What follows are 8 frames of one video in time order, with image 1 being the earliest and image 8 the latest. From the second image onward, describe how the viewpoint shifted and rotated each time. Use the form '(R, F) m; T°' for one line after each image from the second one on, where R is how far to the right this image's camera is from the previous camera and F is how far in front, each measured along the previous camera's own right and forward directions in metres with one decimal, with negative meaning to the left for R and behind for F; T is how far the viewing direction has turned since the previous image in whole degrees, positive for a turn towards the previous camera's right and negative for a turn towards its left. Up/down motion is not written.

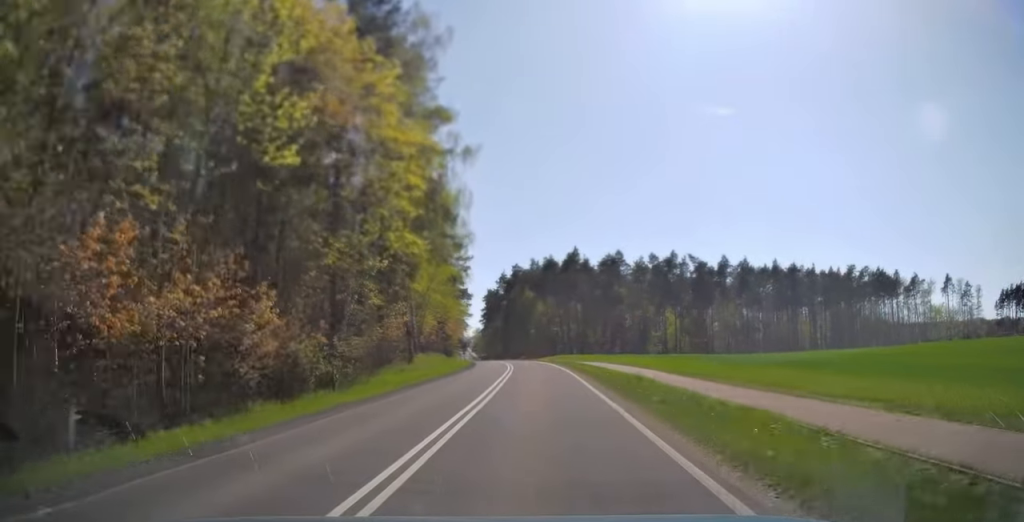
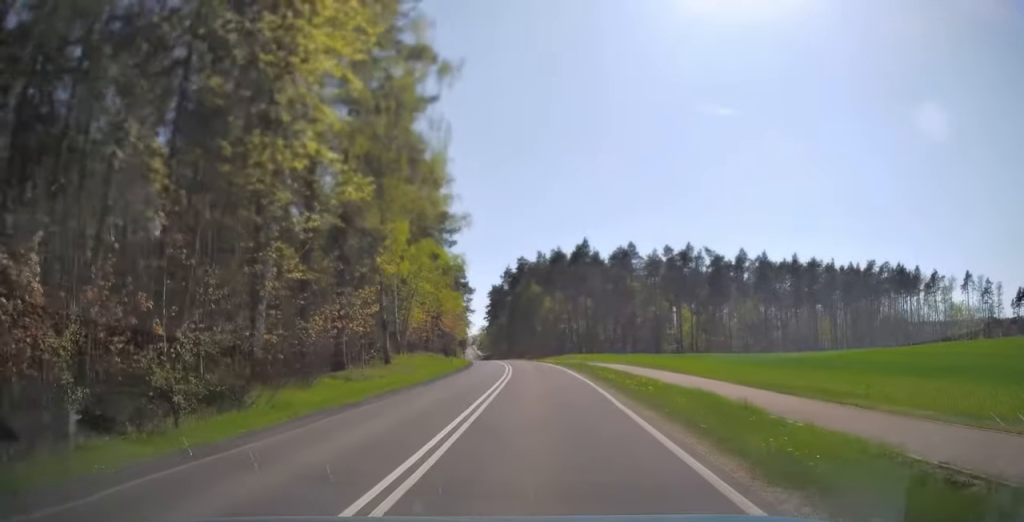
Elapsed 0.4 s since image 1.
(-0.2, +10.3) m; -1°
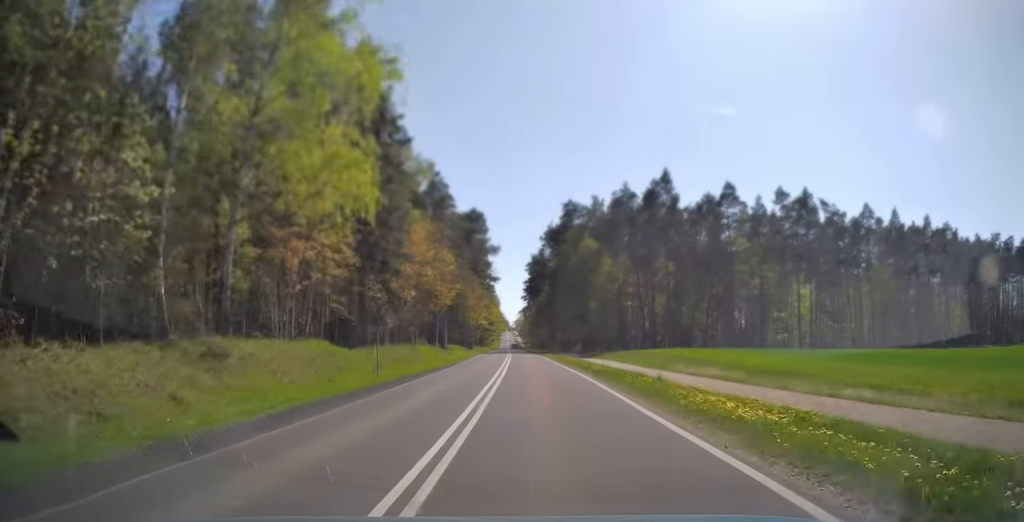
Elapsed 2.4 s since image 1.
(-1.4, +46.9) m; -4°
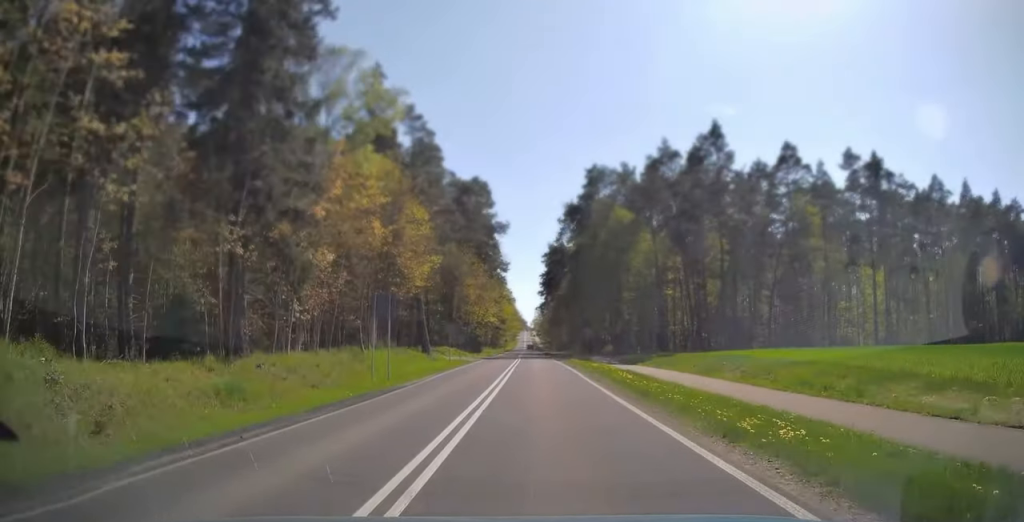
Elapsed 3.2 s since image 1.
(-0.3, +19.8) m; -2°
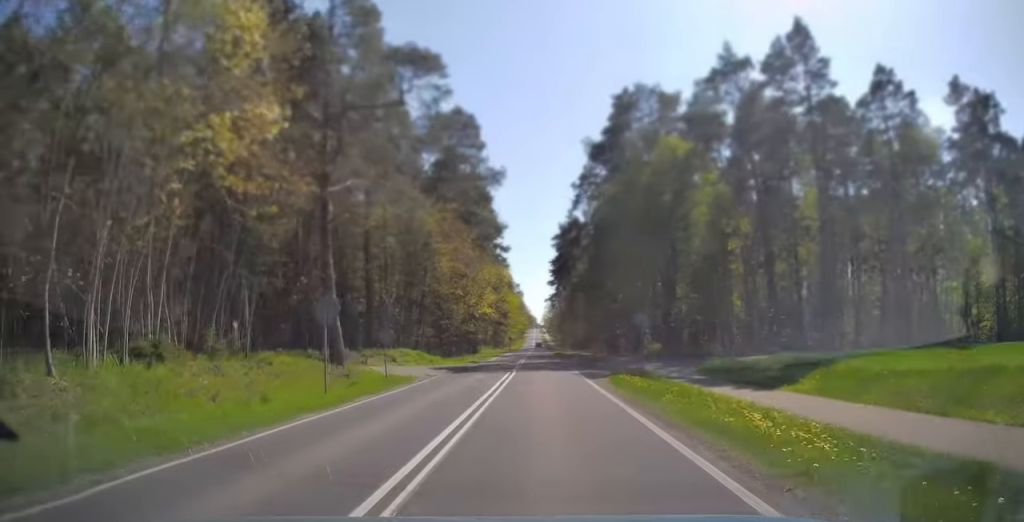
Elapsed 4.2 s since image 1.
(-0.2, +24.6) m; 0°
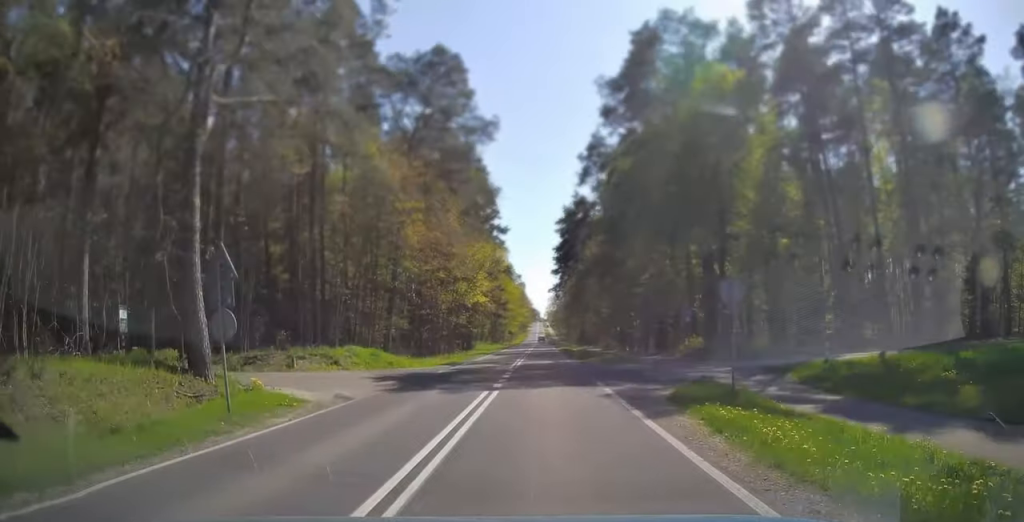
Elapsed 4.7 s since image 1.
(+0.1, +11.9) m; 0°
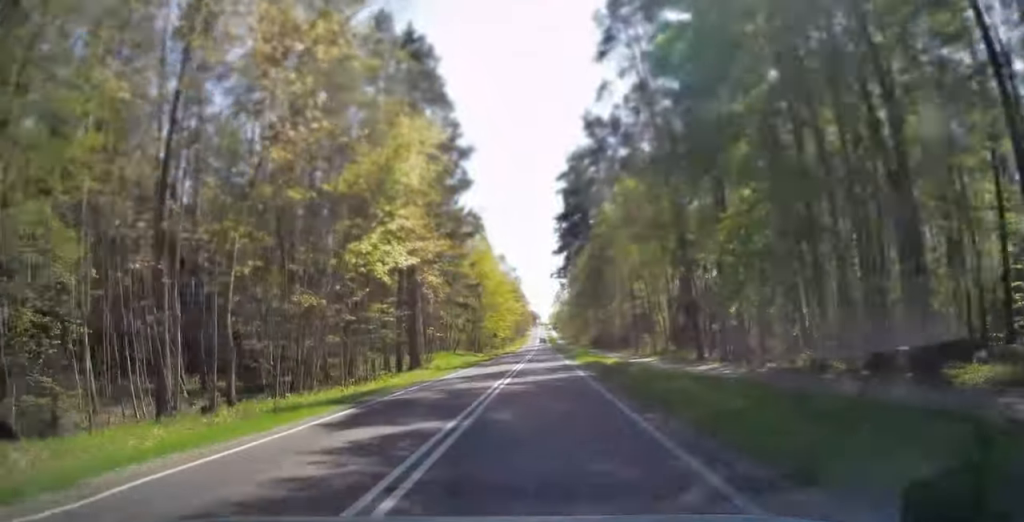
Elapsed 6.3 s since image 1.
(-0.3, +36.9) m; -1°
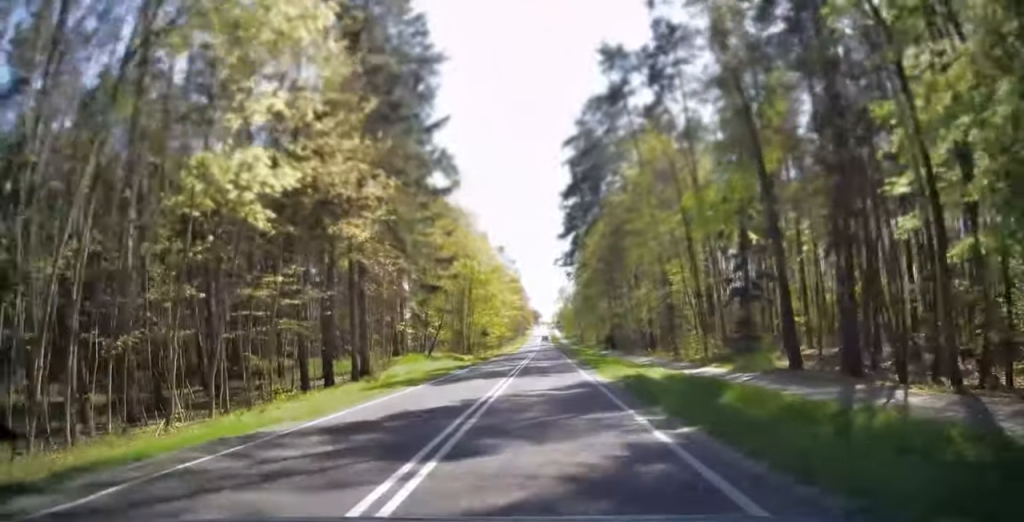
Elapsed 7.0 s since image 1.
(-0.1, +15.4) m; 0°
